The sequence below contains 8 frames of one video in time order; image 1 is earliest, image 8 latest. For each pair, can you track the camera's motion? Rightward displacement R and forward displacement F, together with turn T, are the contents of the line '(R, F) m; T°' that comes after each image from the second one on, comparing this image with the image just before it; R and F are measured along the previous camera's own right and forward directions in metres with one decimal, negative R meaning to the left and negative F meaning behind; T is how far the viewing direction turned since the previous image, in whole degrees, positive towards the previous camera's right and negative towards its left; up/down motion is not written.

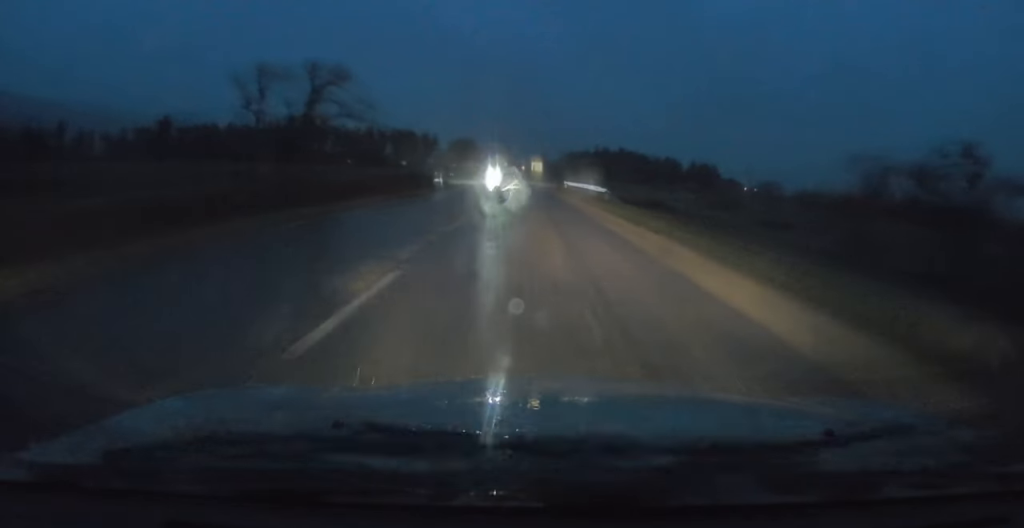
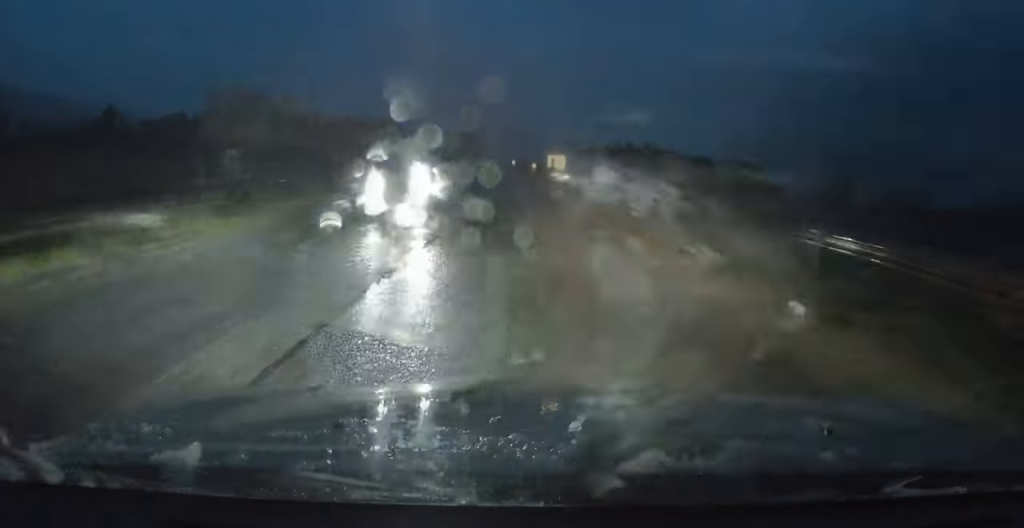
(-0.8, +42.9) m; -2°
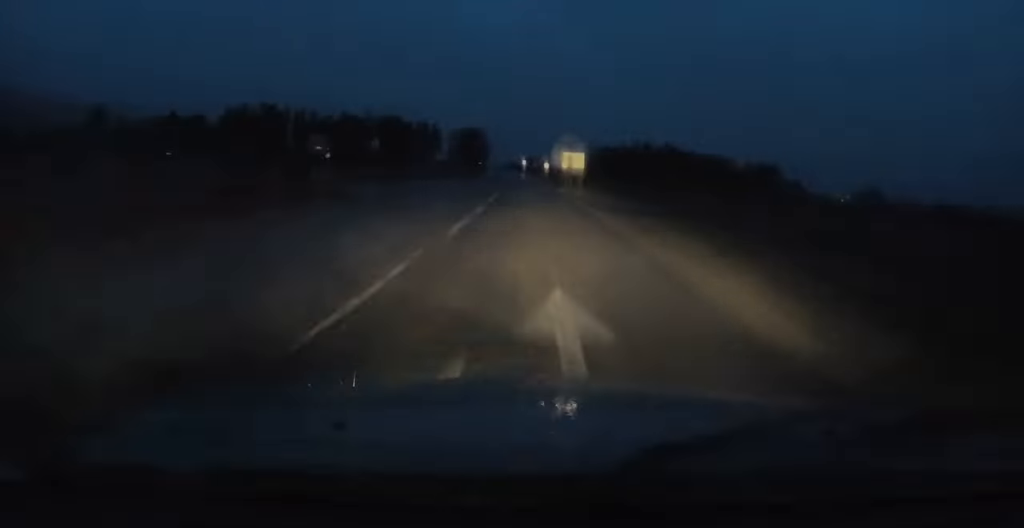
(-0.1, +11.1) m; 0°
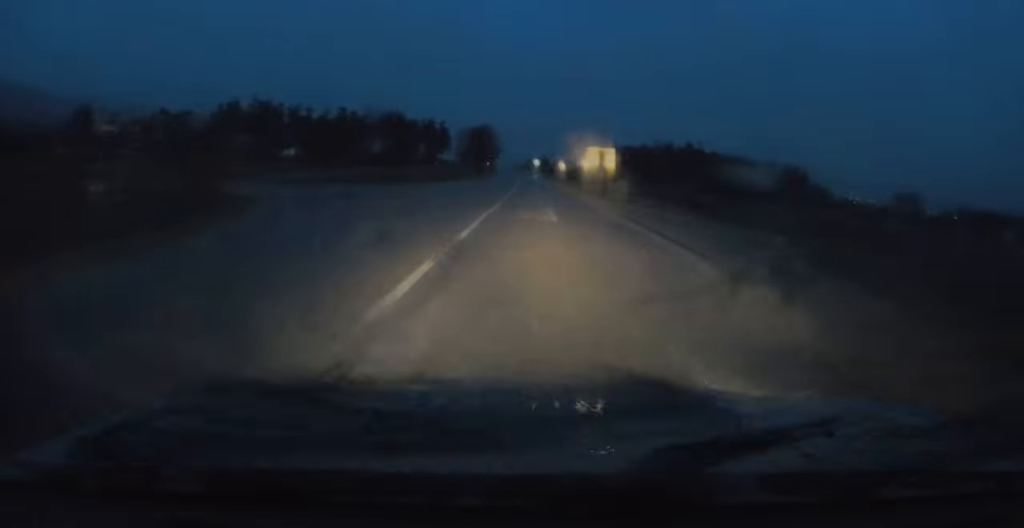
(0.0, +13.2) m; 0°
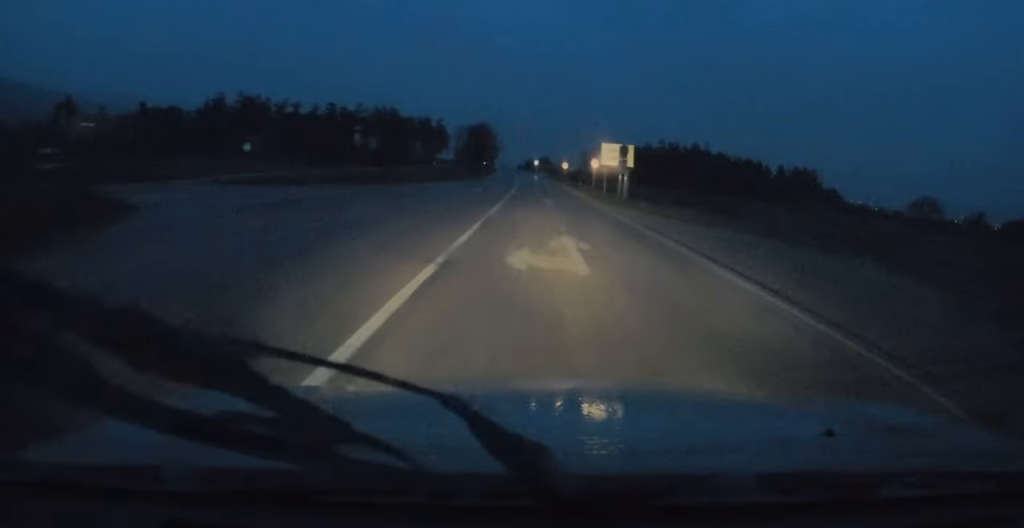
(0.0, +8.4) m; 0°
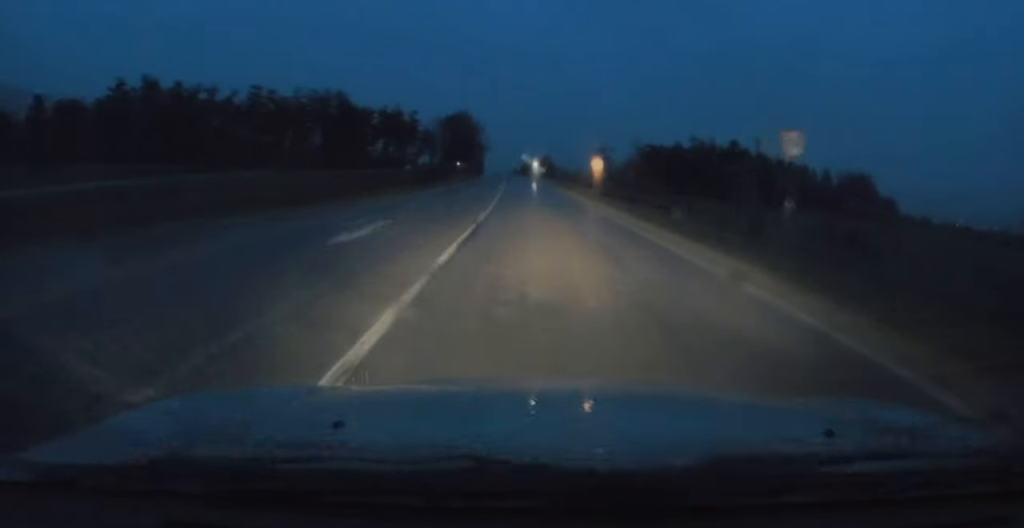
(-0.1, +40.5) m; -1°
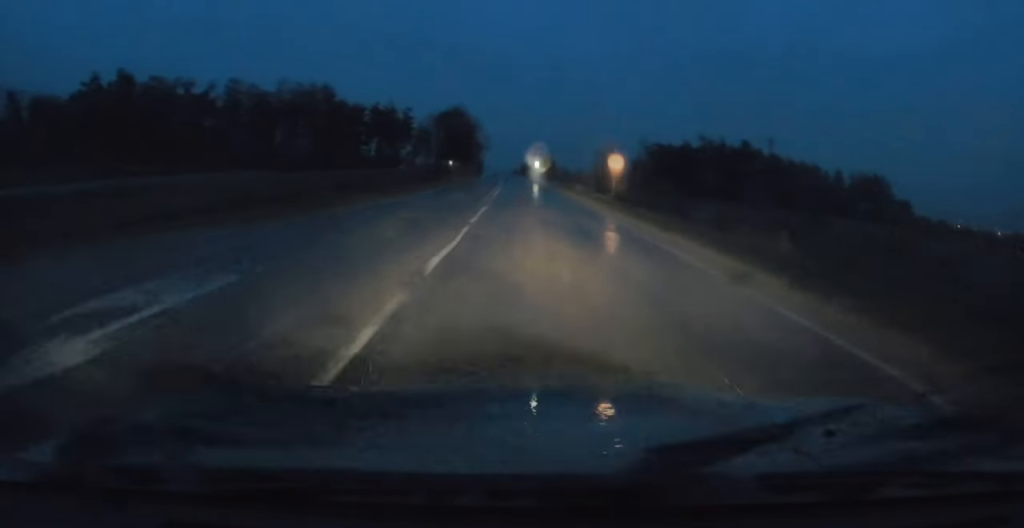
(0.0, +8.4) m; 0°
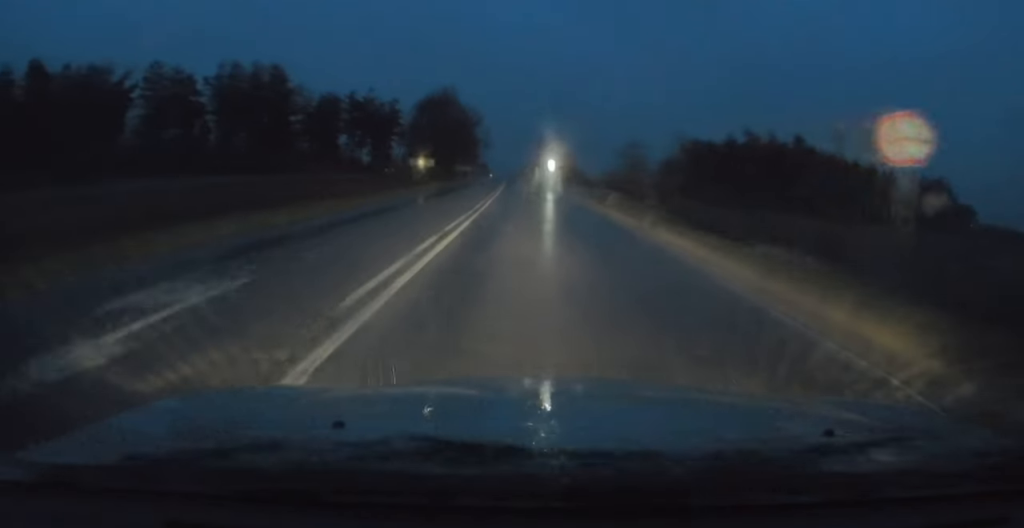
(-0.3, +25.3) m; -1°
